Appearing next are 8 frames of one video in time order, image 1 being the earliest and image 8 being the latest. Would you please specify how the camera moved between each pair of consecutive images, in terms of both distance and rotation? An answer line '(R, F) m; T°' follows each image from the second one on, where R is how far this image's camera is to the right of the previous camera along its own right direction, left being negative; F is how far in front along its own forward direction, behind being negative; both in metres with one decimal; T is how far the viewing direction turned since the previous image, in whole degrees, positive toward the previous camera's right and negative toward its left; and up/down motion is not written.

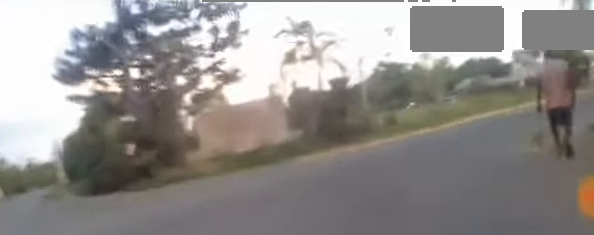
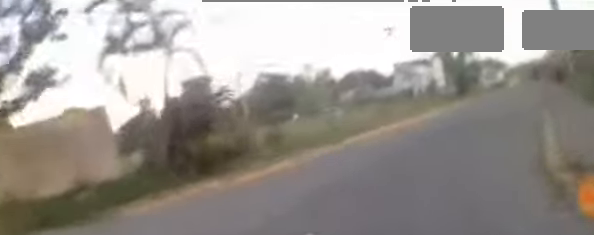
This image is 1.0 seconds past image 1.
(0.0, +4.5) m; +5°
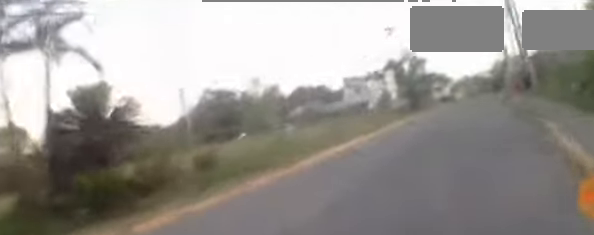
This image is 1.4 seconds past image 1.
(-0.3, +2.2) m; +6°
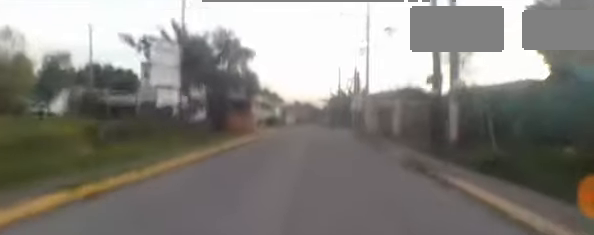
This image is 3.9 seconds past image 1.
(+7.6, +11.6) m; +58°
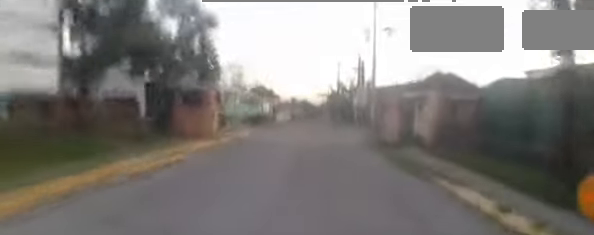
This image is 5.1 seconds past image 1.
(+1.0, +7.1) m; +6°
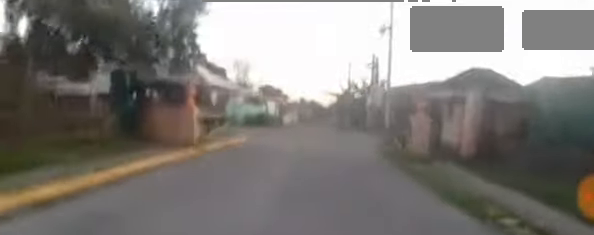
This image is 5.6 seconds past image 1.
(+0.2, +2.9) m; -2°
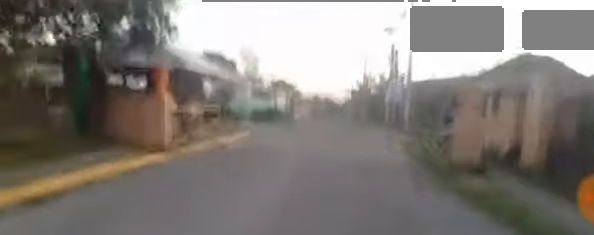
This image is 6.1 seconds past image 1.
(-0.3, +2.8) m; 0°
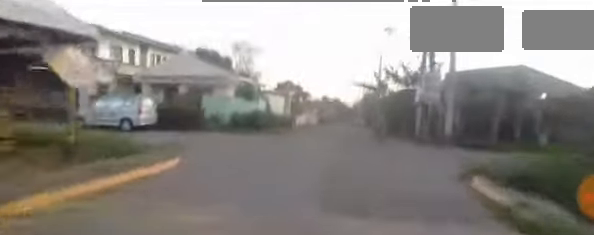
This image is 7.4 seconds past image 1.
(+0.1, +7.4) m; 0°
